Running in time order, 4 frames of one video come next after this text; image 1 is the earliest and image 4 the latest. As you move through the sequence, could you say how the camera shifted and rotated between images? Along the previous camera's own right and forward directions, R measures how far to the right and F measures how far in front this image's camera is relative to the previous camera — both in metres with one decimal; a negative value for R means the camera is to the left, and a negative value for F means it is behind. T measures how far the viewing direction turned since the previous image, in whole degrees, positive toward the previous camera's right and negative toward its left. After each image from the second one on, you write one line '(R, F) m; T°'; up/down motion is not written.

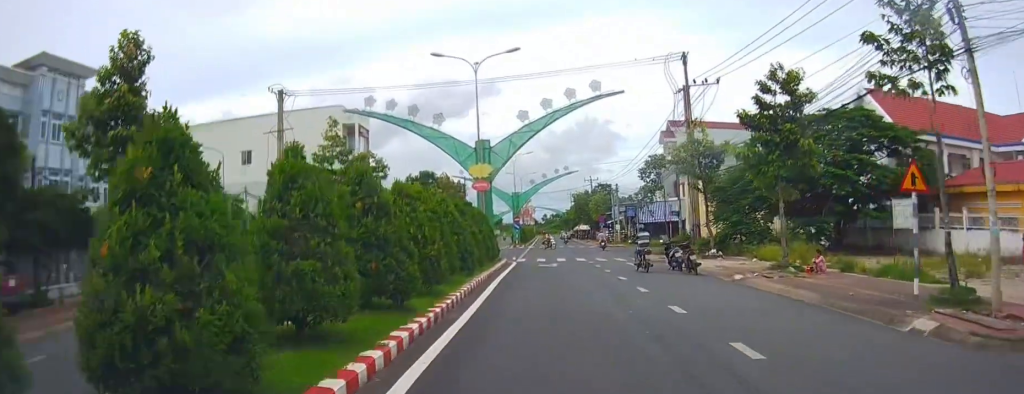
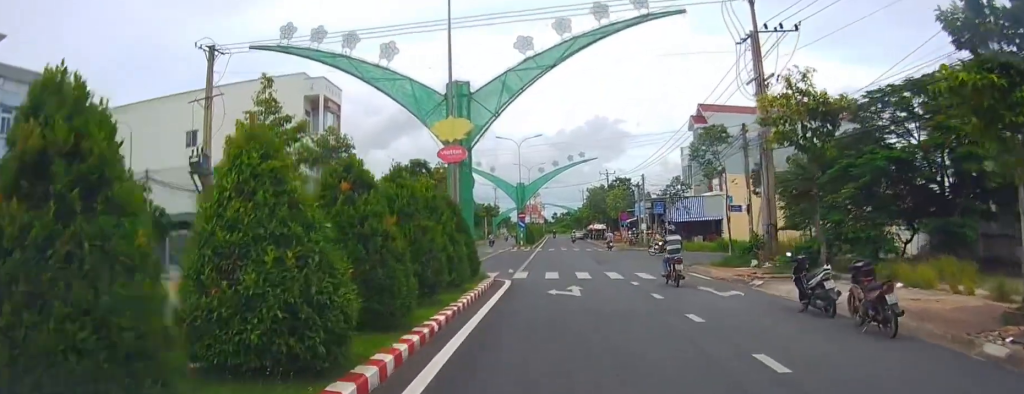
(+1.3, +12.6) m; +8°
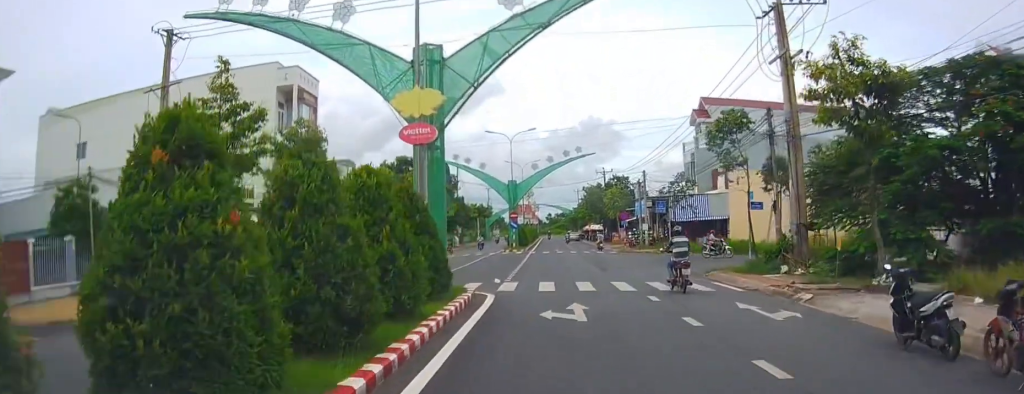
(0.0, +4.3) m; 0°
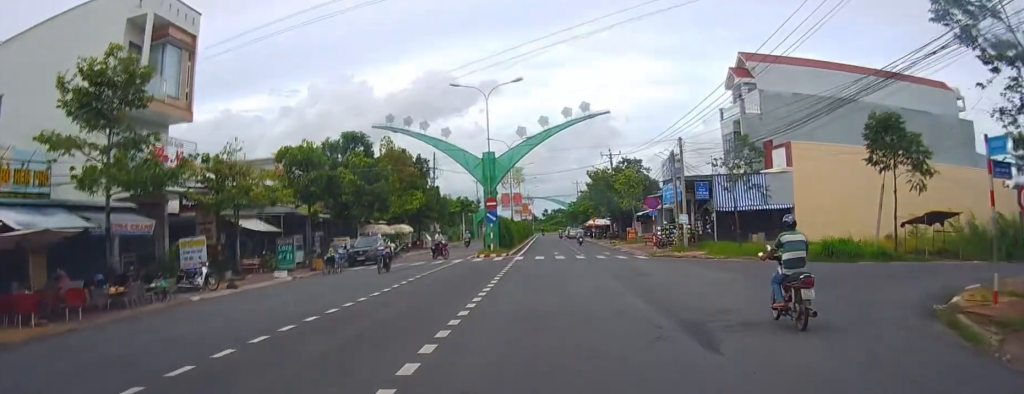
(-1.4, +17.9) m; 0°
